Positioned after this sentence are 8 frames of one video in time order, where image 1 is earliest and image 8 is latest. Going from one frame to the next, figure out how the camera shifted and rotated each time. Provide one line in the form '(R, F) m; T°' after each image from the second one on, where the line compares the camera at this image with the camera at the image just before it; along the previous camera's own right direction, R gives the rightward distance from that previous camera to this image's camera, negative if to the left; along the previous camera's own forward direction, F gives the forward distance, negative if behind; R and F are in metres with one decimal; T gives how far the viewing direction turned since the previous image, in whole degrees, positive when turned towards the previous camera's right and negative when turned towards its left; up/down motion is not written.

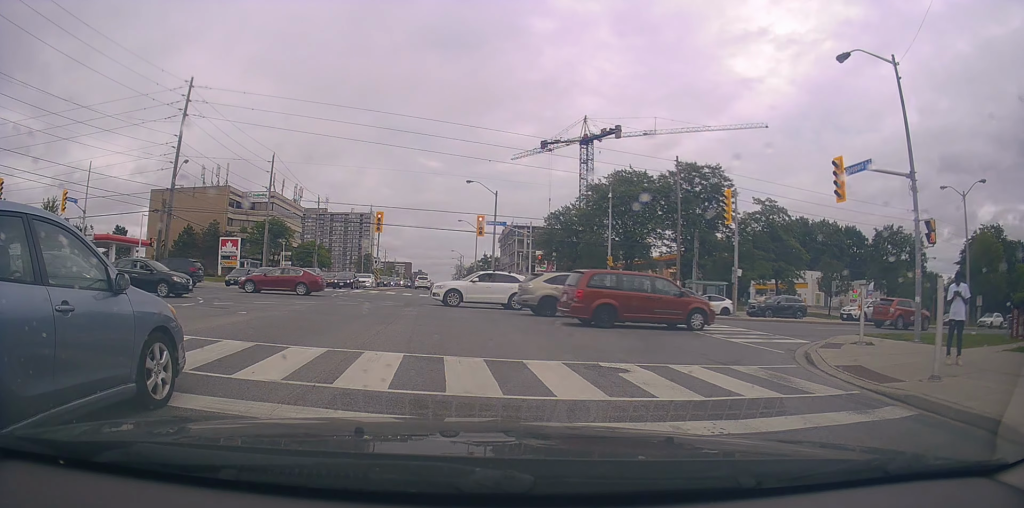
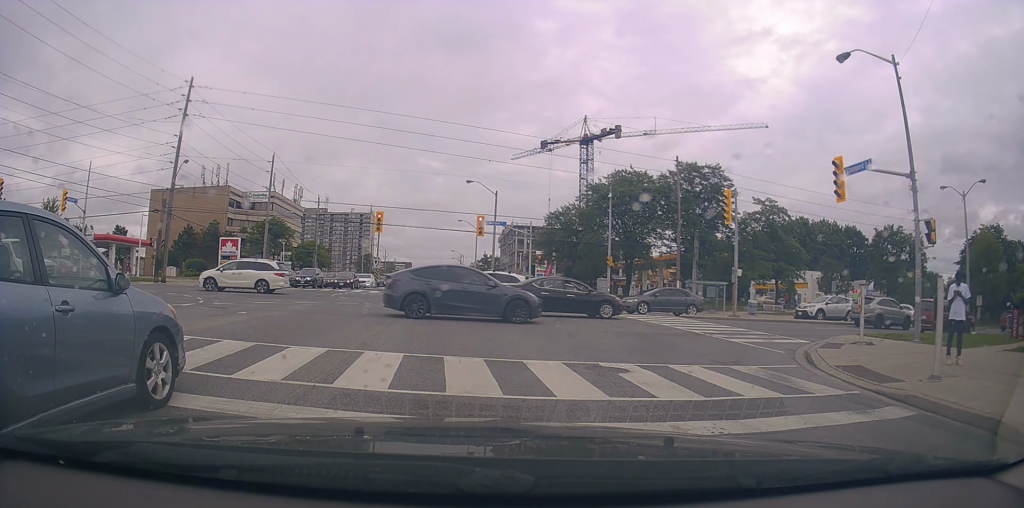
(0.0, 0.0) m; 0°
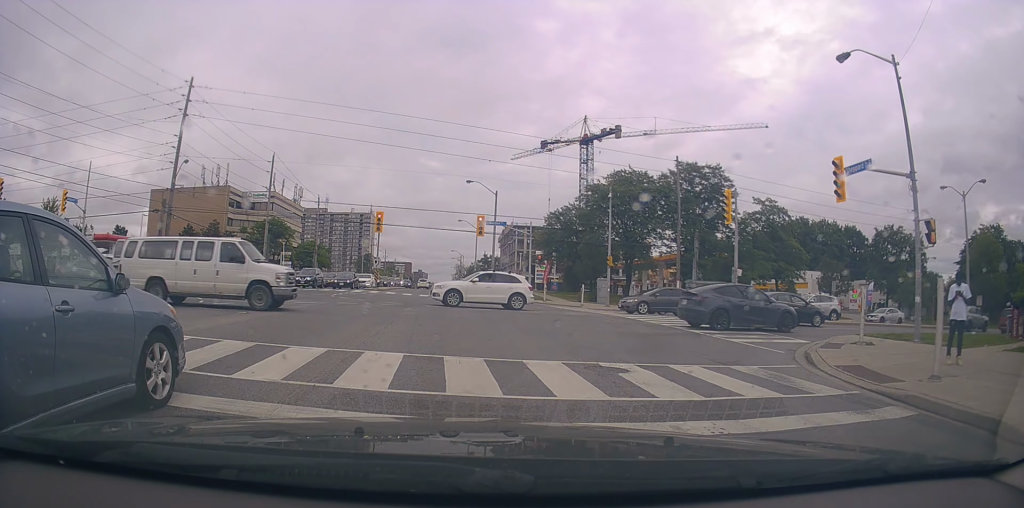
(0.0, 0.0) m; 0°
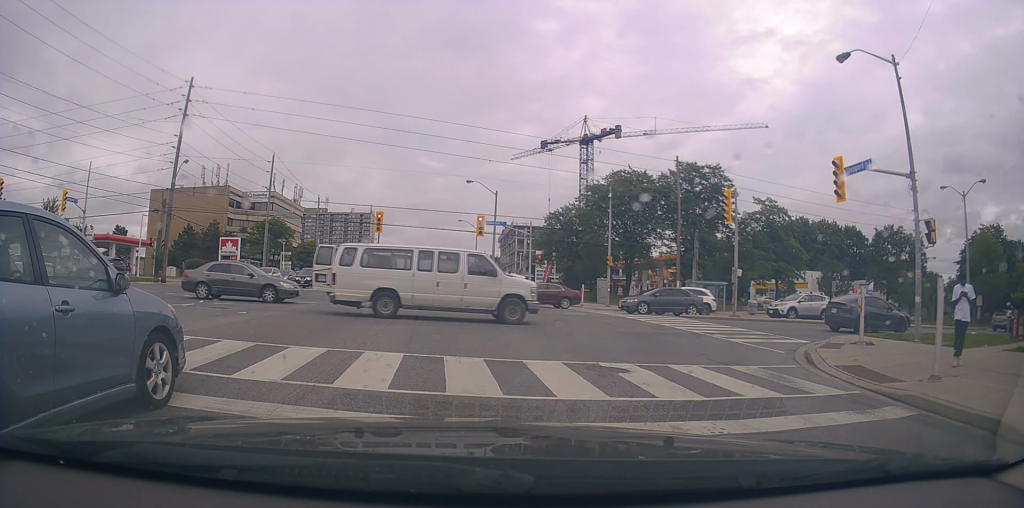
(0.0, 0.0) m; 0°
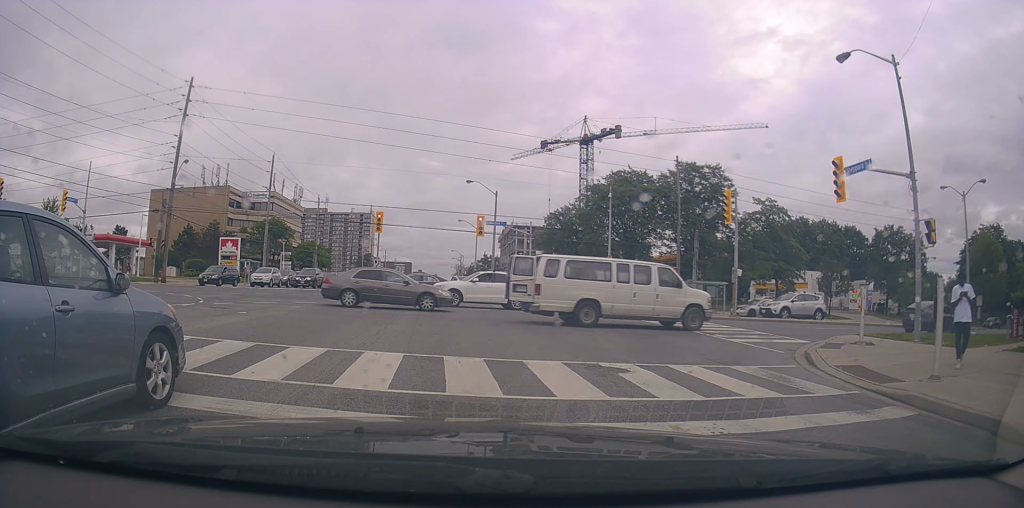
(0.0, 0.0) m; 0°
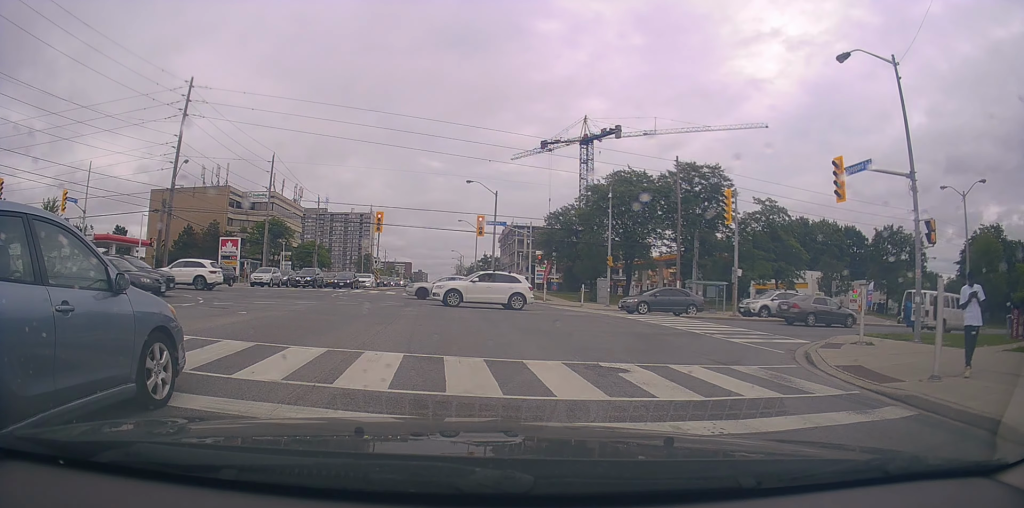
(0.0, 0.0) m; 0°
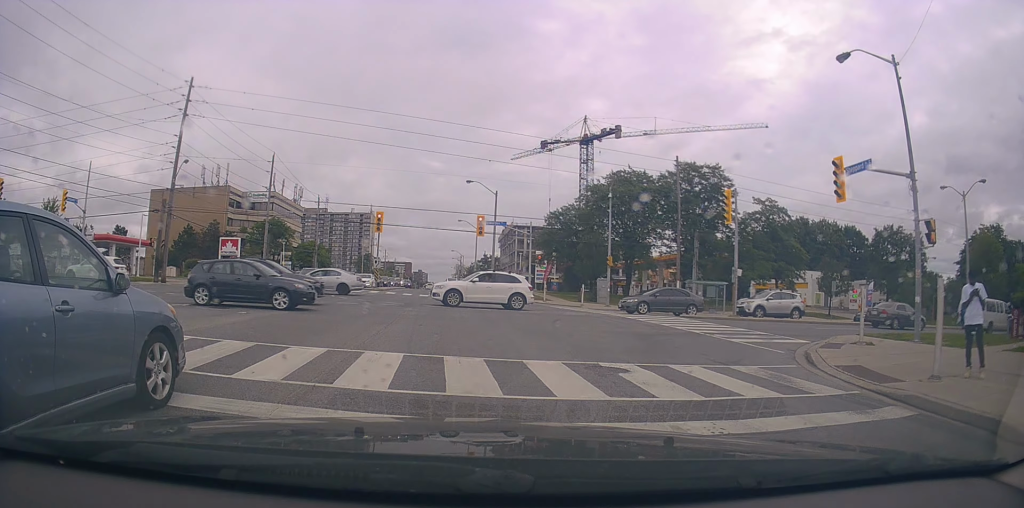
(0.0, 0.0) m; 0°
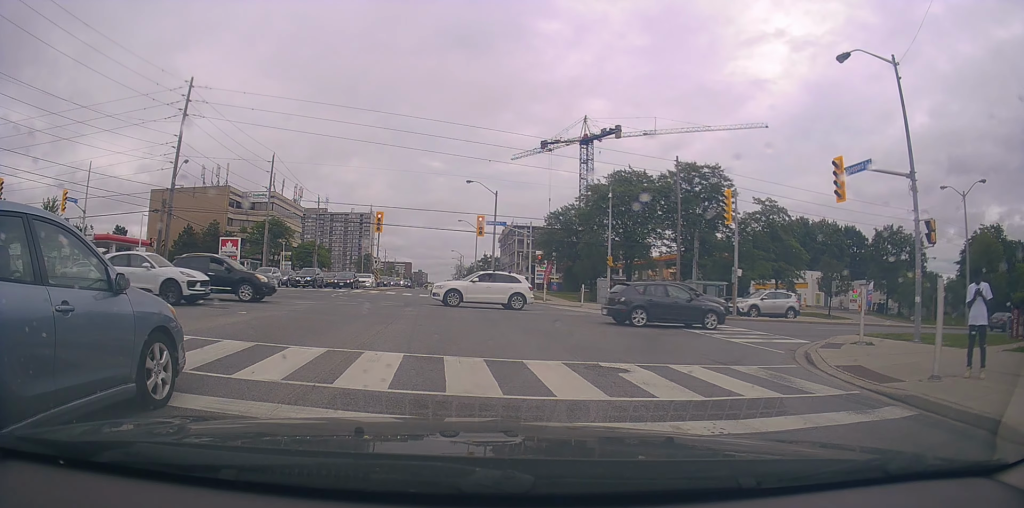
(0.0, 0.0) m; 0°
